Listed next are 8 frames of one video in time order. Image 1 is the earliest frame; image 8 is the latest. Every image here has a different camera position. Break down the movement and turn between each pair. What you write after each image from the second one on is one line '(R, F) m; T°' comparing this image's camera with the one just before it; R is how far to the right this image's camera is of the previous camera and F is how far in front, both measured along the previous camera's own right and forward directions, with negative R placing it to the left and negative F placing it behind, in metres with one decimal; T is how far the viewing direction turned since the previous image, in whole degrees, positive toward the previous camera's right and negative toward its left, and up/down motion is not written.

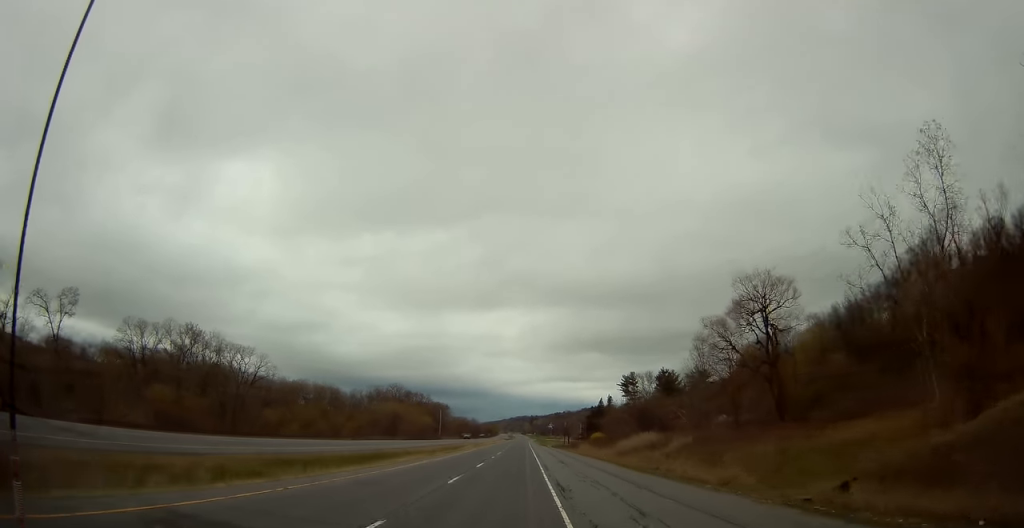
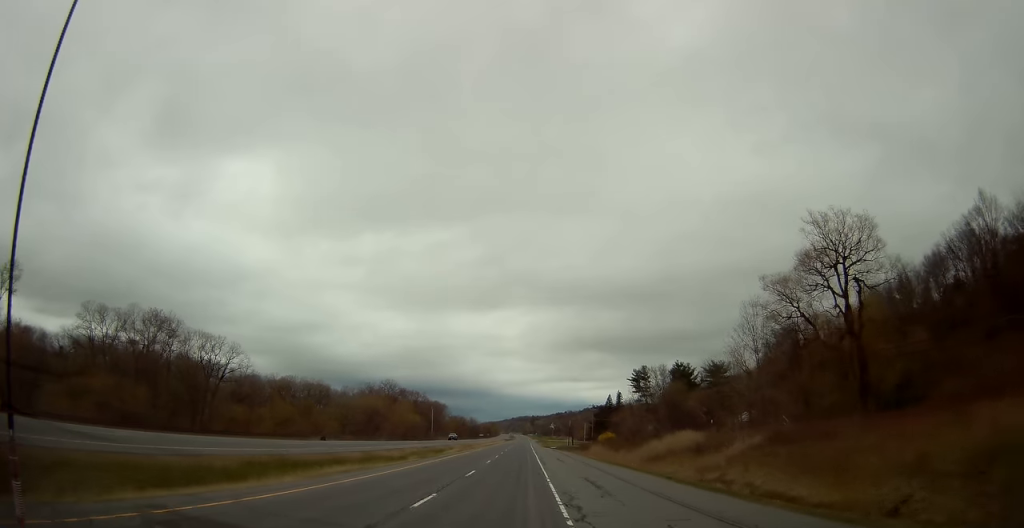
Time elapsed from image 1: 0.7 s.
(-0.2, +18.6) m; 0°
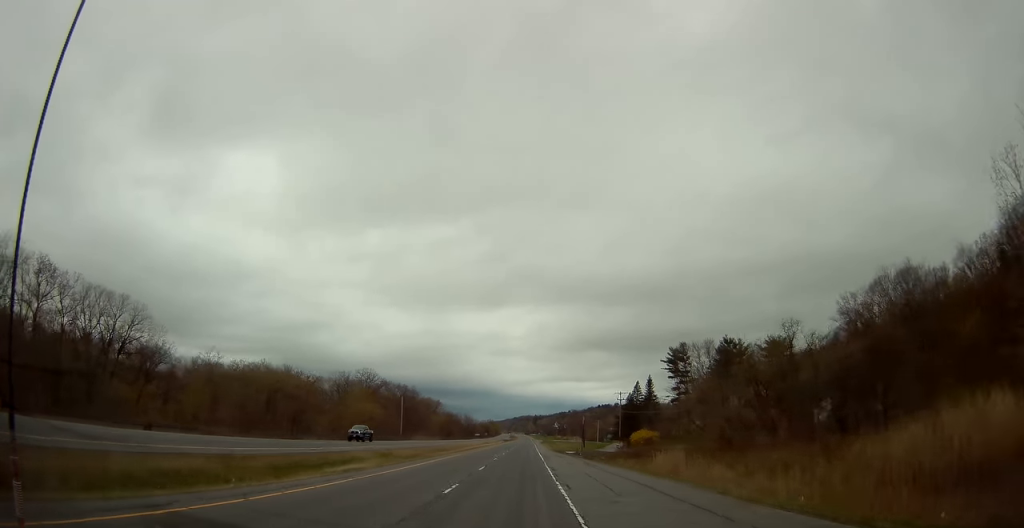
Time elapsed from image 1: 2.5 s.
(+0.7, +44.7) m; 0°
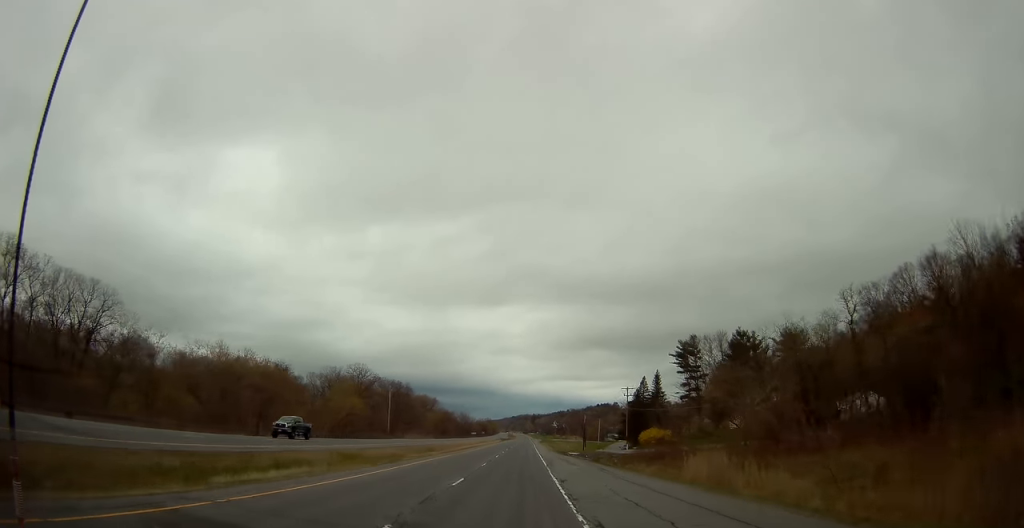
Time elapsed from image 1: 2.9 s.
(-0.1, +10.1) m; 0°
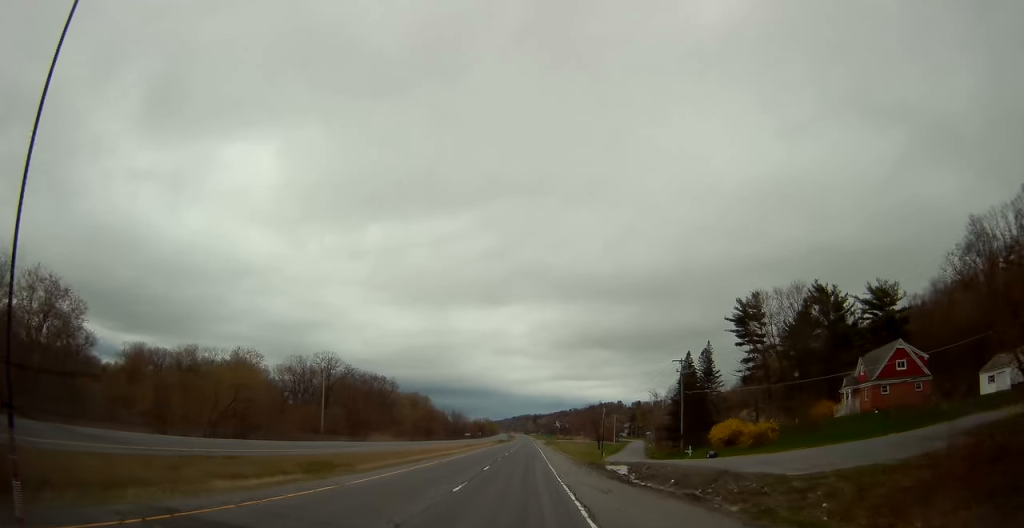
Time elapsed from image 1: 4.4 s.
(0.0, +38.8) m; 0°
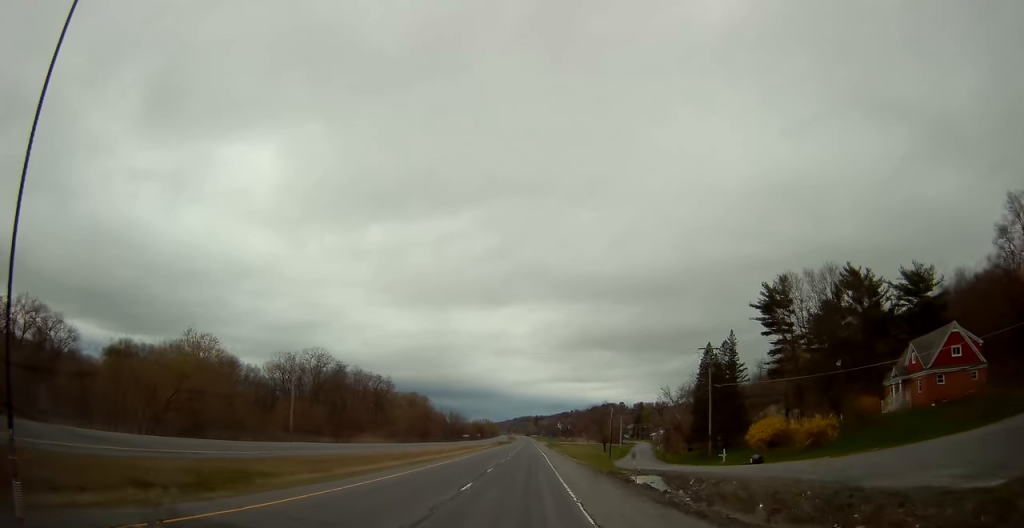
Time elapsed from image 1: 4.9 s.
(-0.1, +11.0) m; 0°
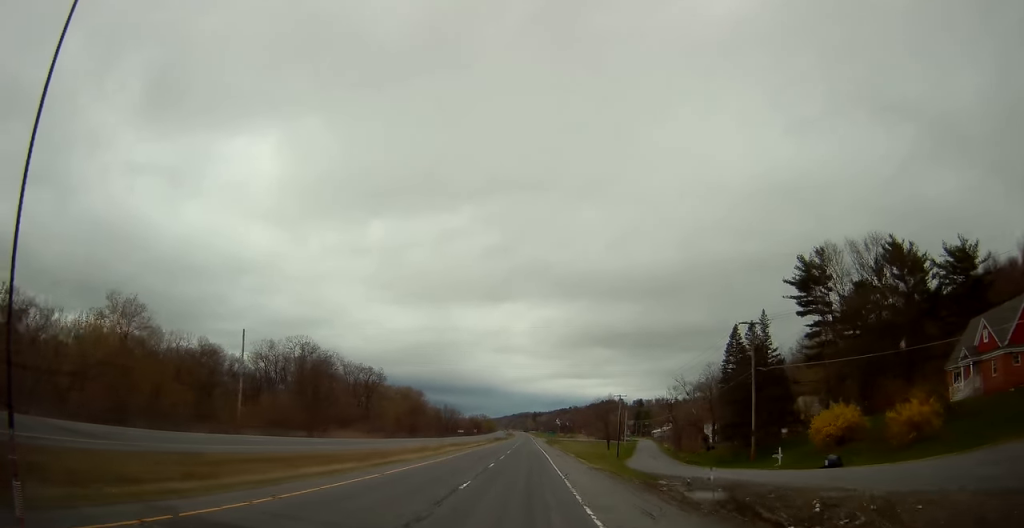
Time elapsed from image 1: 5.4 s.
(-0.2, +12.7) m; 0°
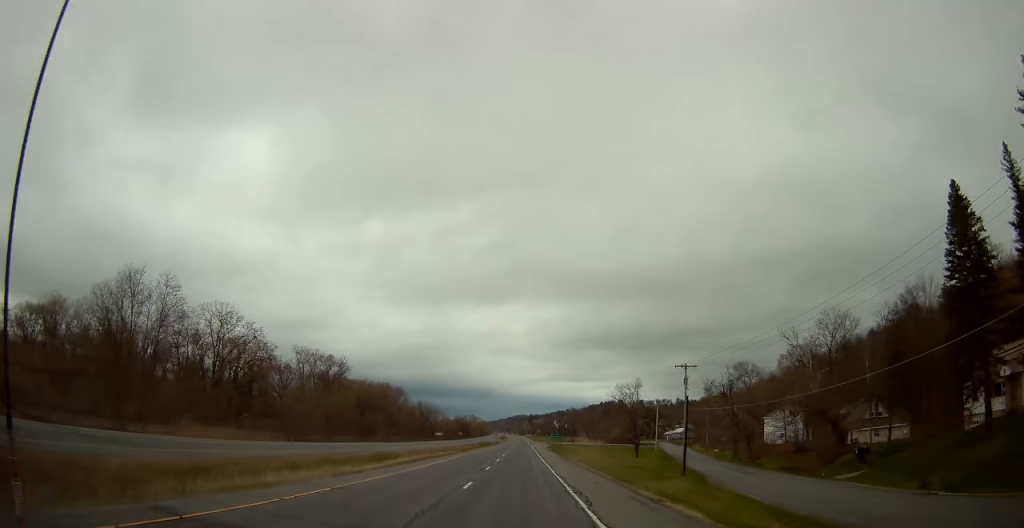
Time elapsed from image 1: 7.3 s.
(+0.9, +48.1) m; +1°
